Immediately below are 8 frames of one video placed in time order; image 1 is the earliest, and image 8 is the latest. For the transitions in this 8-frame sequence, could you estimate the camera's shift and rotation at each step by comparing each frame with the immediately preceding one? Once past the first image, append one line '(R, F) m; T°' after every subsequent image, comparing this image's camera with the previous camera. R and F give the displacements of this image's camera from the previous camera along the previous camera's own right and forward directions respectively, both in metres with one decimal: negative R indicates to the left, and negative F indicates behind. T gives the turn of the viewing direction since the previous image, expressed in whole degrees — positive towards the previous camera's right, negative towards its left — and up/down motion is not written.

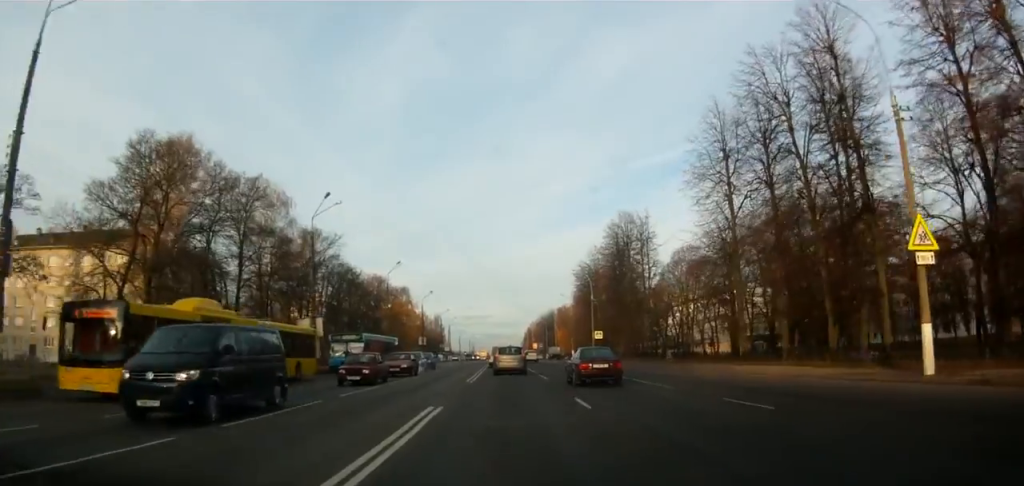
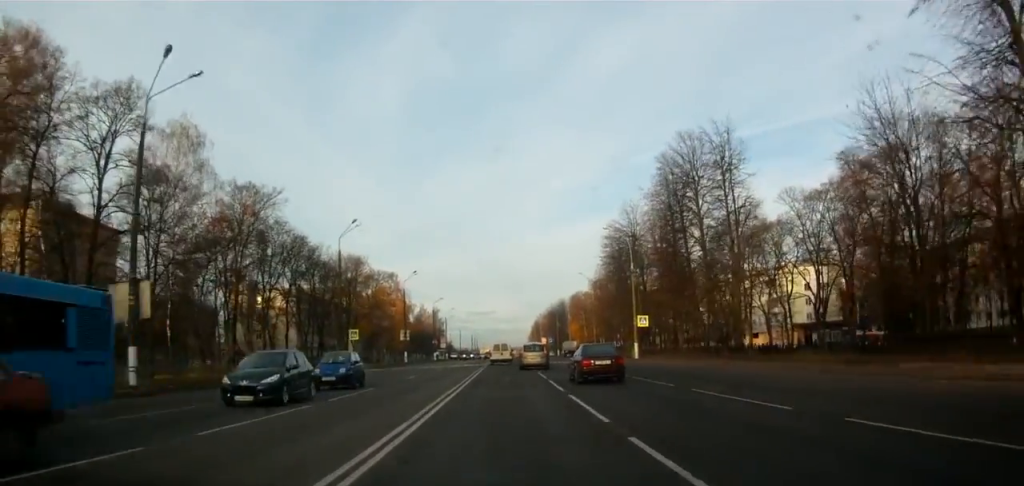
(-0.9, +23.1) m; -5°
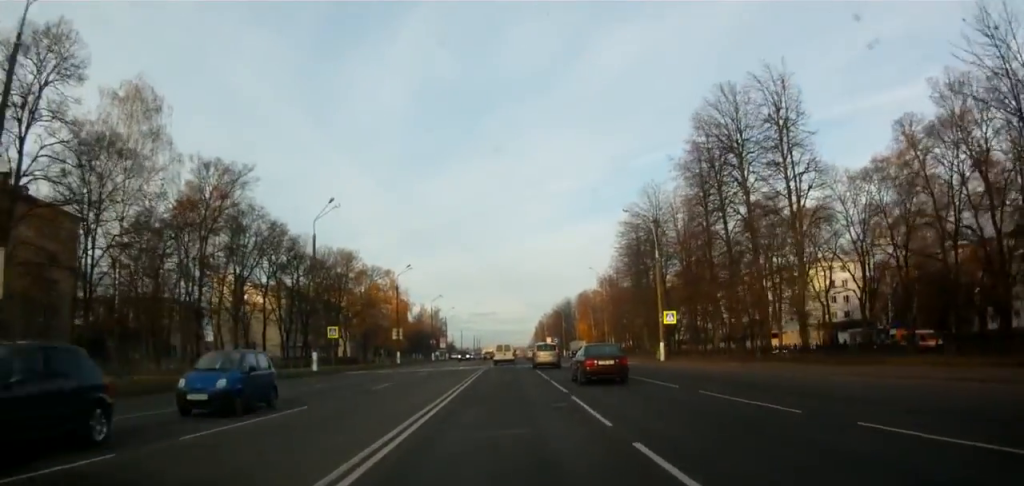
(-0.2, +8.3) m; -1°
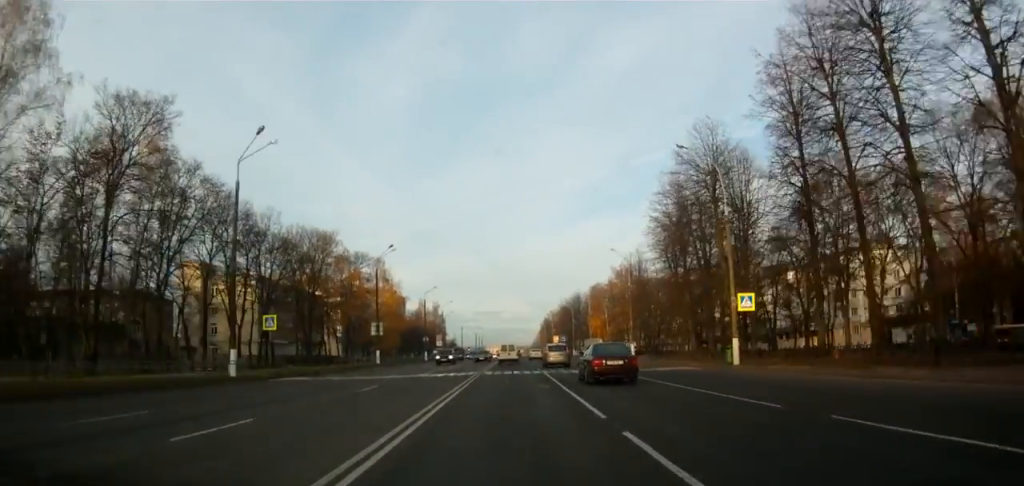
(0.0, +15.0) m; +1°
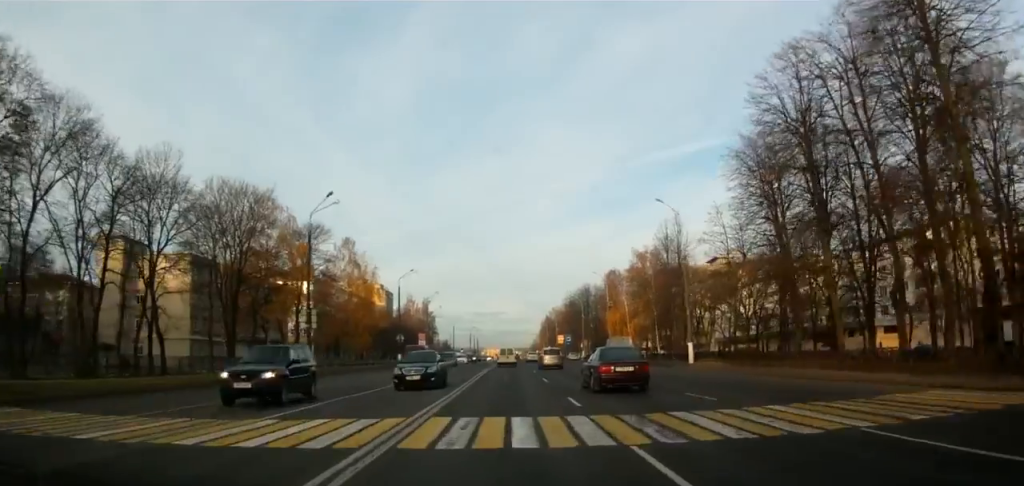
(+0.4, +23.1) m; 0°
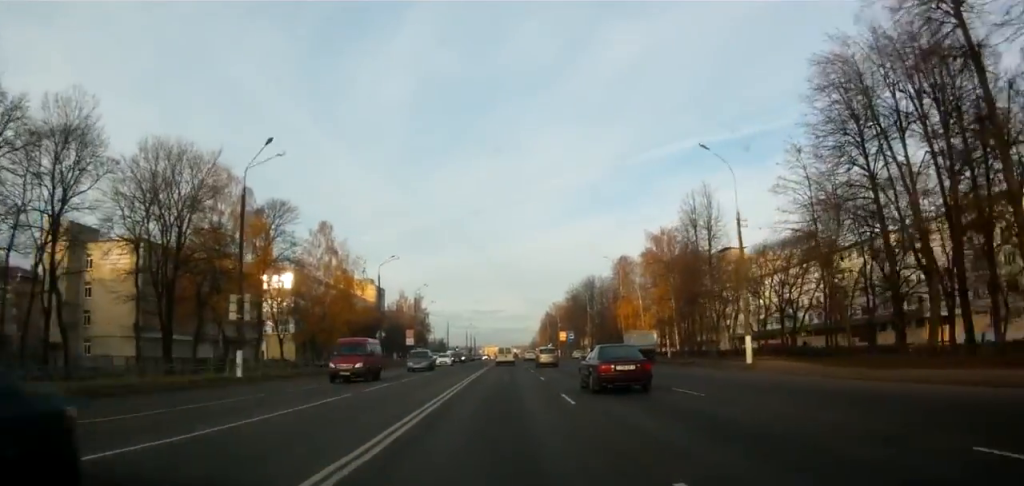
(-0.2, +11.3) m; -1°
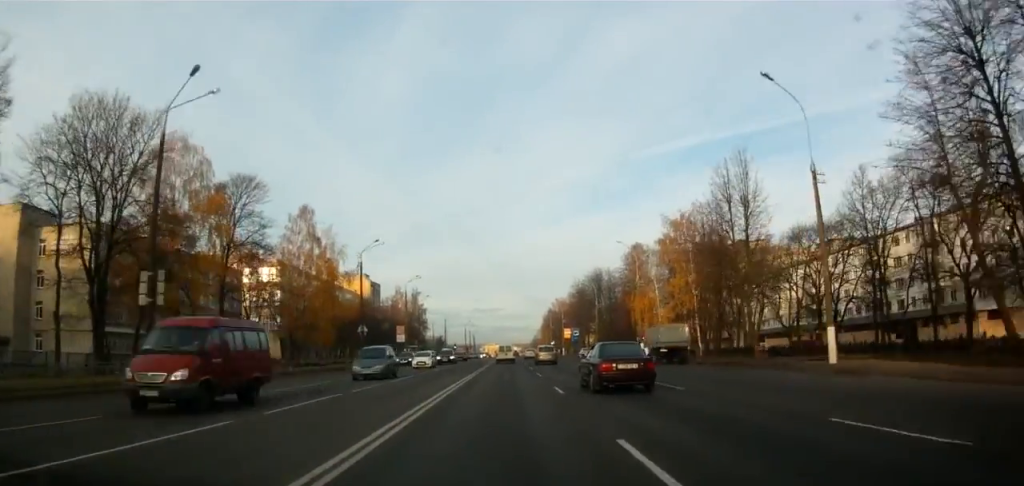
(-0.3, +9.0) m; 0°
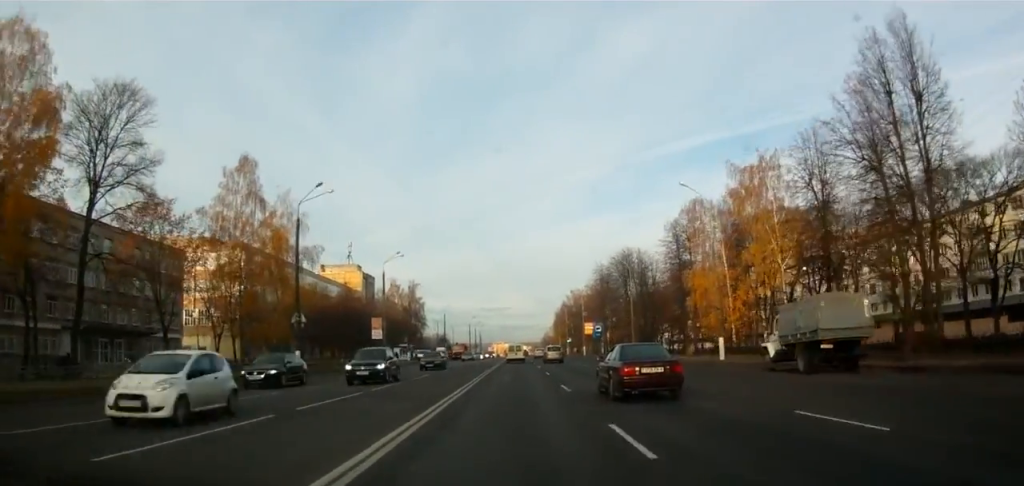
(+0.4, +21.9) m; +1°
